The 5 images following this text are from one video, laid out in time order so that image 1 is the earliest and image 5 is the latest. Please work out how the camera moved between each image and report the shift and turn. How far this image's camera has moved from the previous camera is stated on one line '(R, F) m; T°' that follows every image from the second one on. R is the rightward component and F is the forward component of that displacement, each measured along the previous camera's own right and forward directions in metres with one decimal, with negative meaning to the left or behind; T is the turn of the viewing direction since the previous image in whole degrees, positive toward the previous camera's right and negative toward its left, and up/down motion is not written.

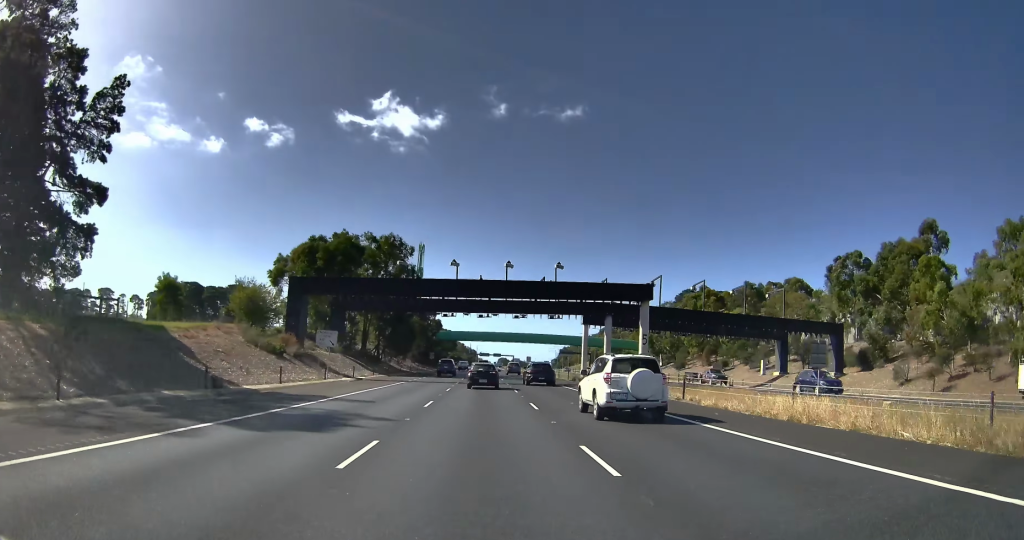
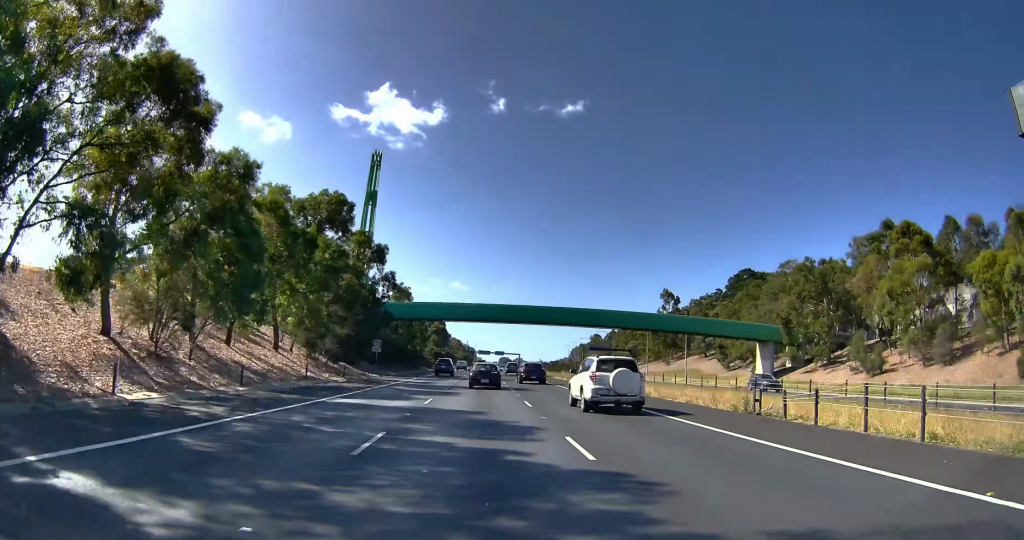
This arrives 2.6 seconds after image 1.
(+0.7, +63.5) m; 0°
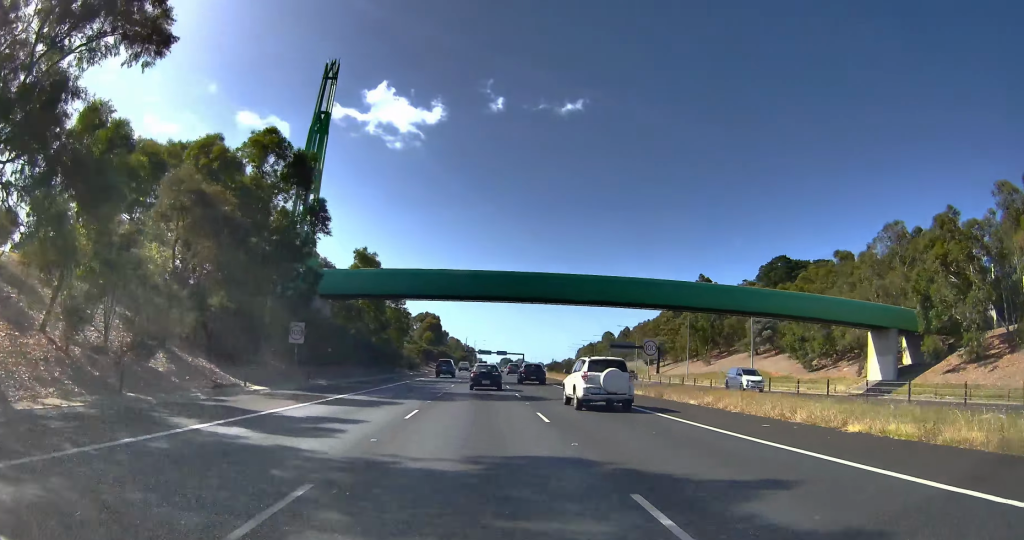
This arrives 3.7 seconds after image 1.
(-0.5, +21.5) m; -2°
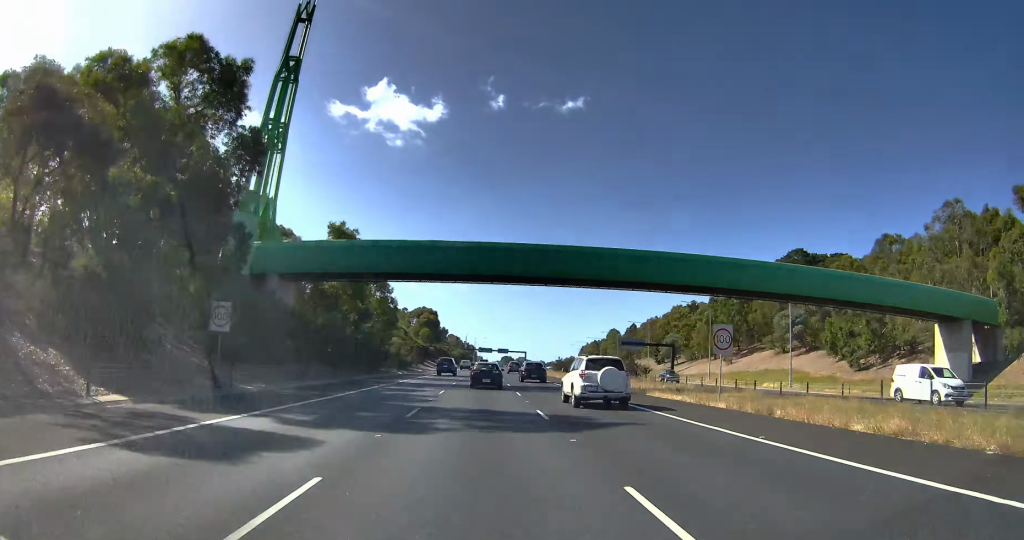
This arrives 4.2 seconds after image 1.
(0.0, +8.4) m; 0°
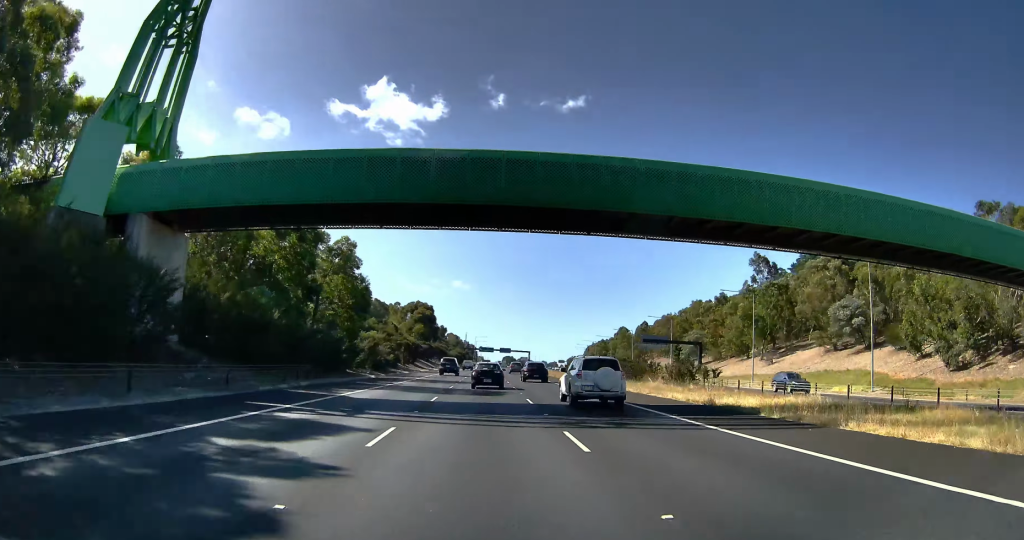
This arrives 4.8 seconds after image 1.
(0.0, +13.3) m; 0°
